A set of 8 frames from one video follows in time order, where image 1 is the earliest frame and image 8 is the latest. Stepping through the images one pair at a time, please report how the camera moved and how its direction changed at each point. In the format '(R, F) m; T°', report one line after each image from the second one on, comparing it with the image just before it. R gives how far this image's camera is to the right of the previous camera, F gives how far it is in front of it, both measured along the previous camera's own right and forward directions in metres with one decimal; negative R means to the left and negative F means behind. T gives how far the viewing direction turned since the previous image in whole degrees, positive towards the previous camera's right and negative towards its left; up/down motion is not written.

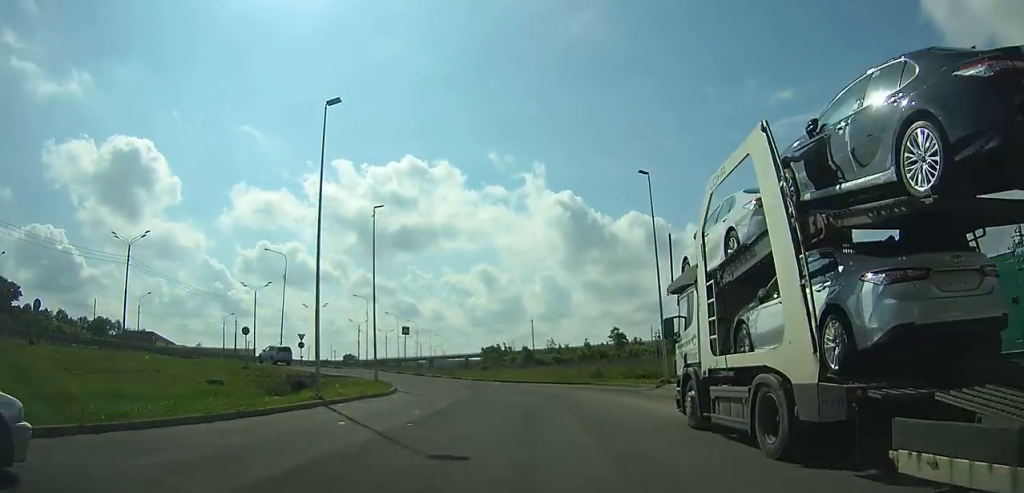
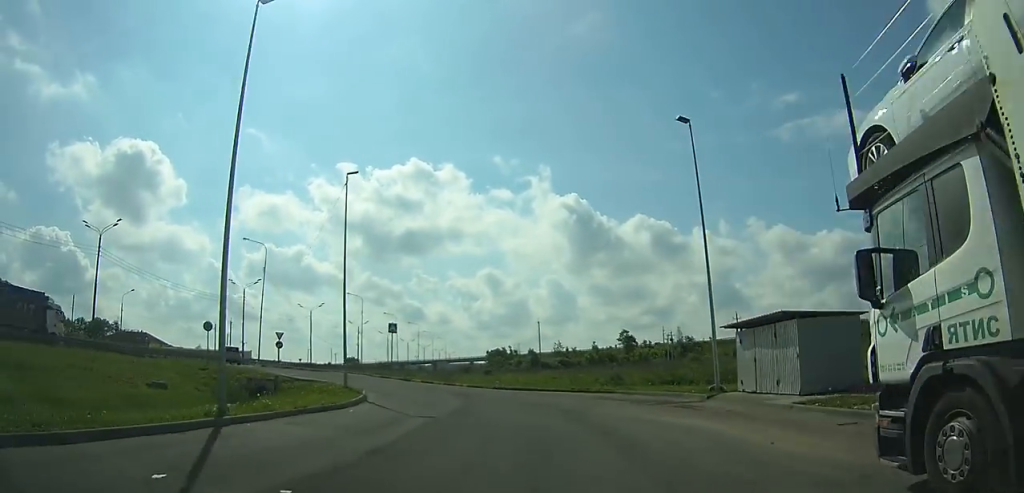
(-0.2, +6.5) m; -3°
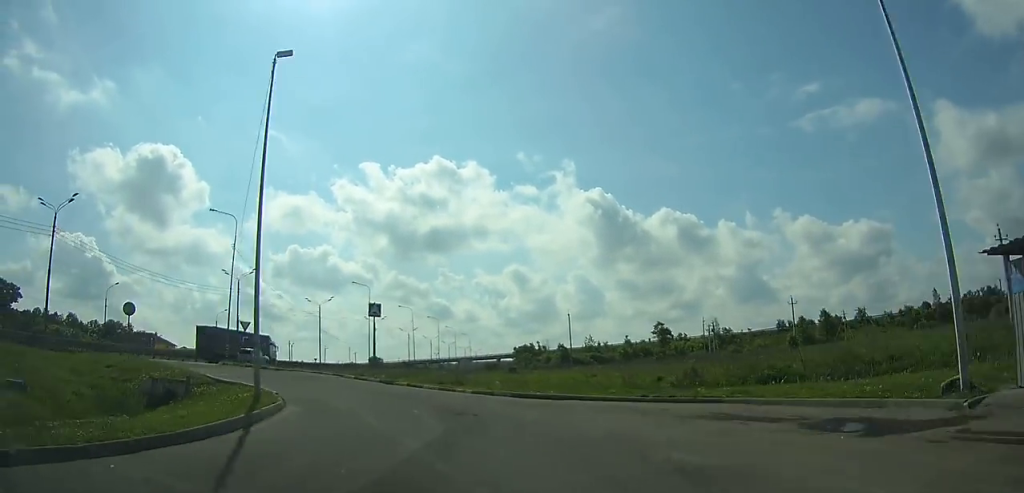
(-0.3, +10.2) m; -6°
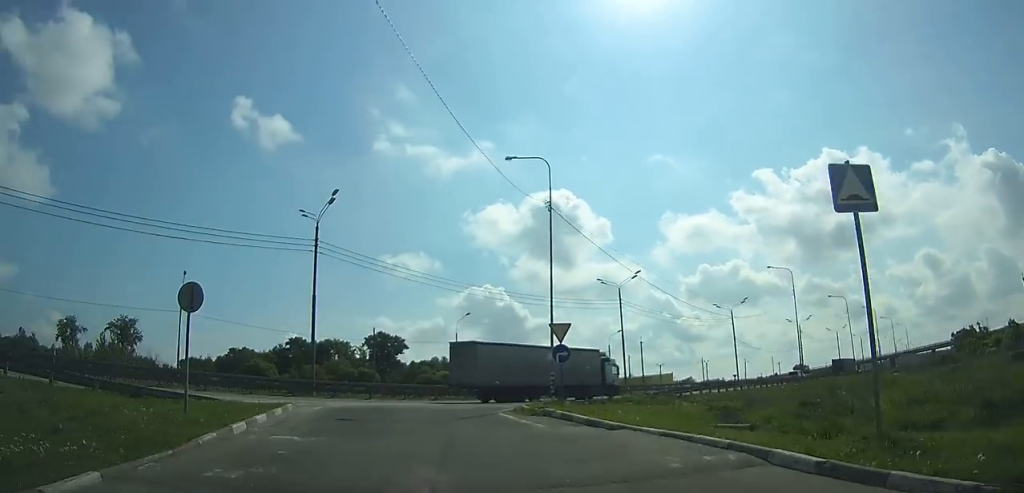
(-3.3, +19.3) m; -21°
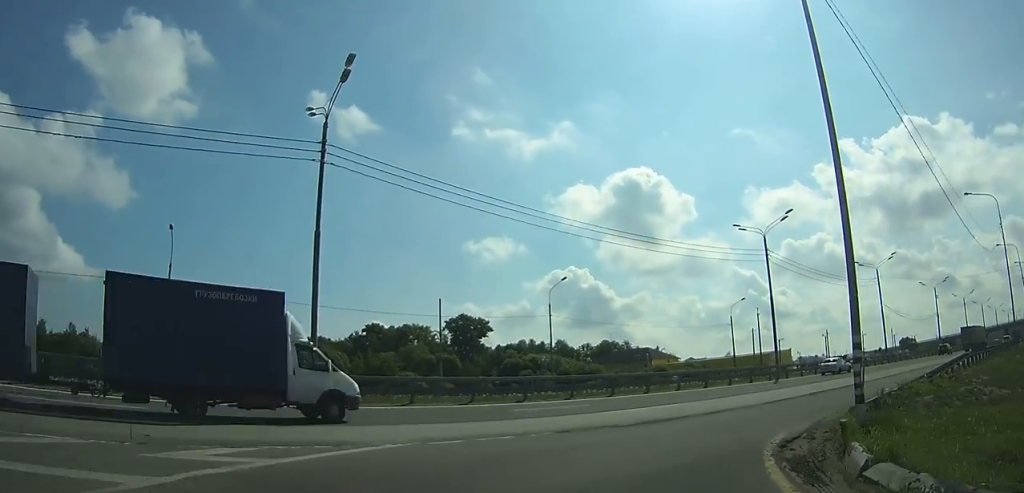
(-3.6, +19.1) m; -4°
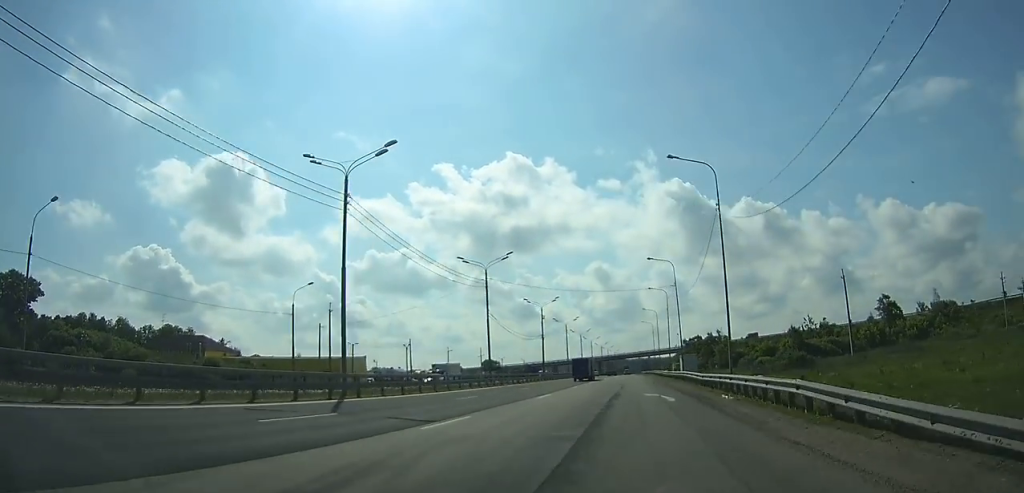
(+5.9, +24.9) m; +22°
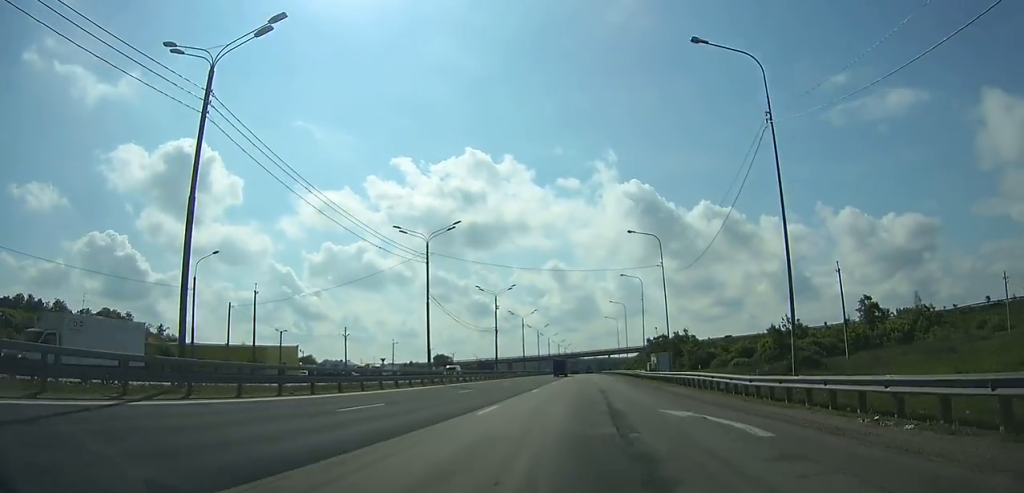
(+0.5, +12.6) m; +5°
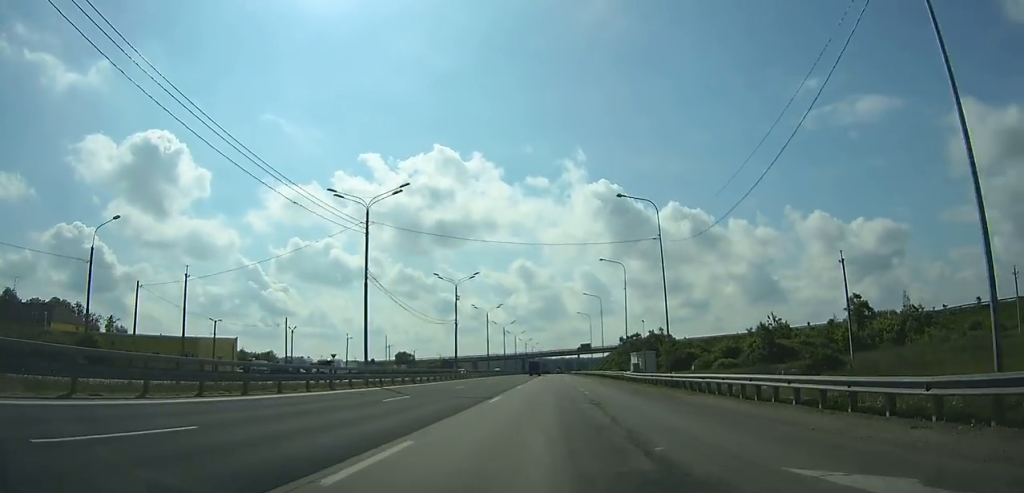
(+0.4, +10.7) m; +2°
